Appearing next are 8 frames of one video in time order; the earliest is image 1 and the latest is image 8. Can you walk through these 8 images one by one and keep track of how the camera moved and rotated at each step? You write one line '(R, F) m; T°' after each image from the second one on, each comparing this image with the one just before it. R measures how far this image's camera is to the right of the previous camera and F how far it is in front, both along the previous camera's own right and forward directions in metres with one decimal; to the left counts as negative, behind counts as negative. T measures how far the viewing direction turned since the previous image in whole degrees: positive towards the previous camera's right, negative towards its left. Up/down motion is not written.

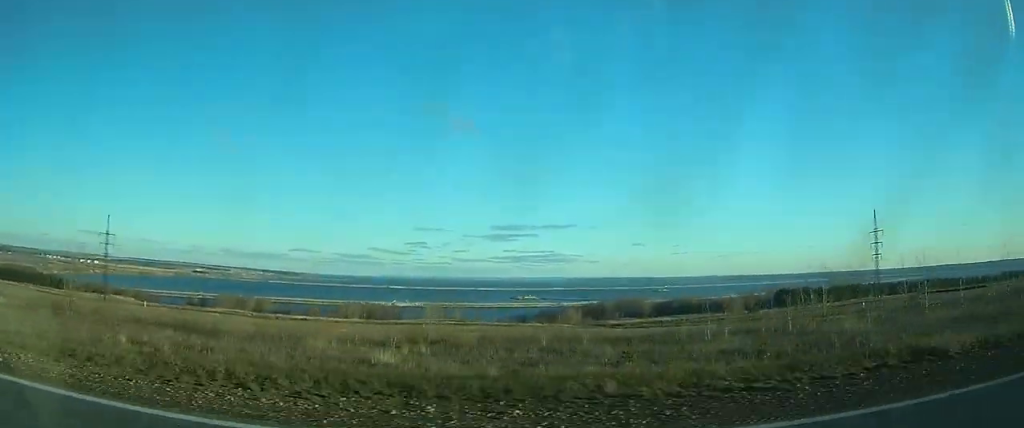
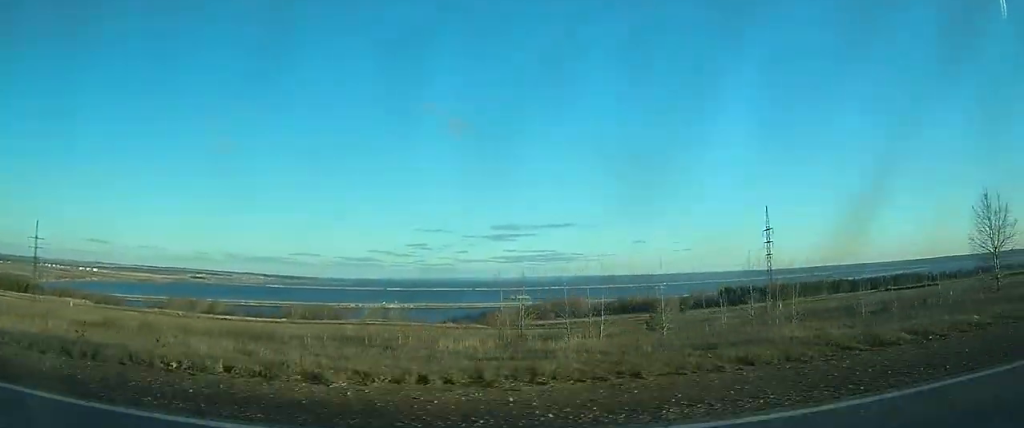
(0.0, +34.4) m; 0°
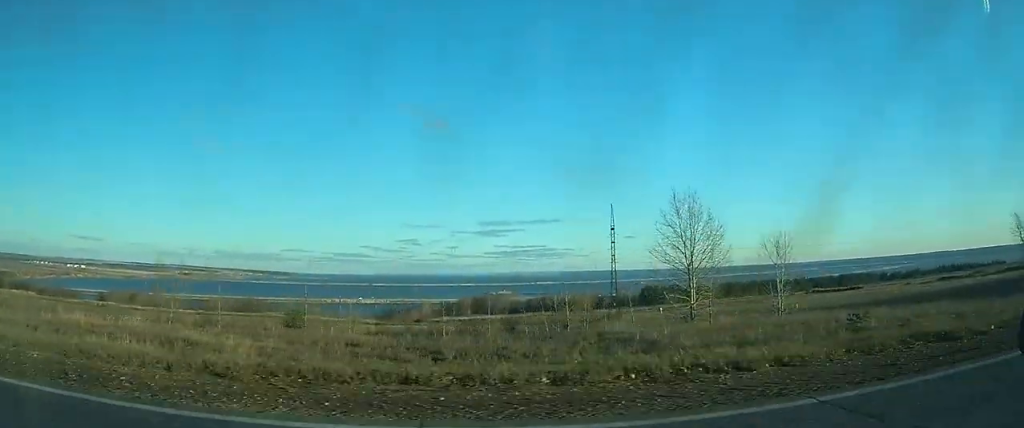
(+0.1, +36.9) m; 0°
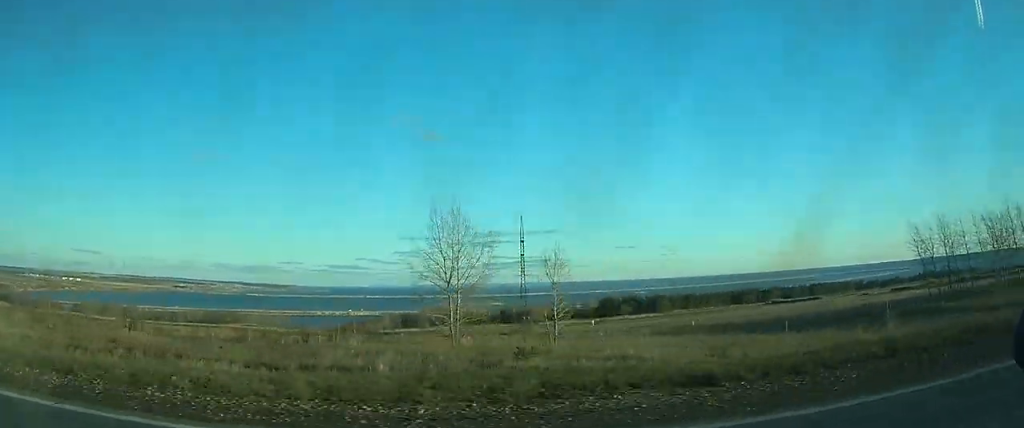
(+0.1, +19.9) m; 0°
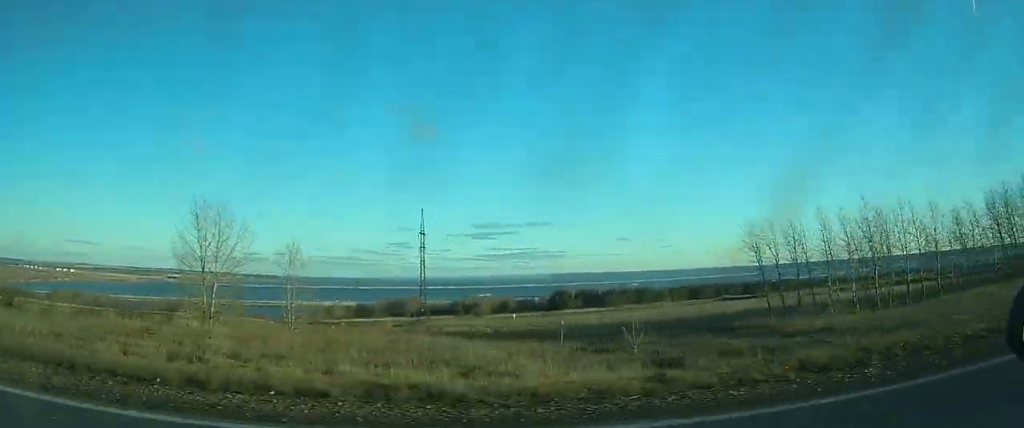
(+0.1, +22.6) m; 0°
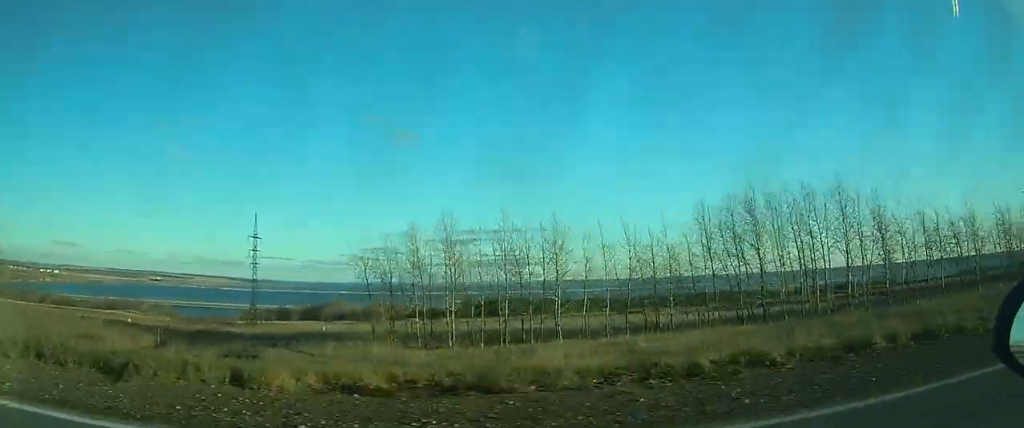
(+0.1, +39.9) m; 0°
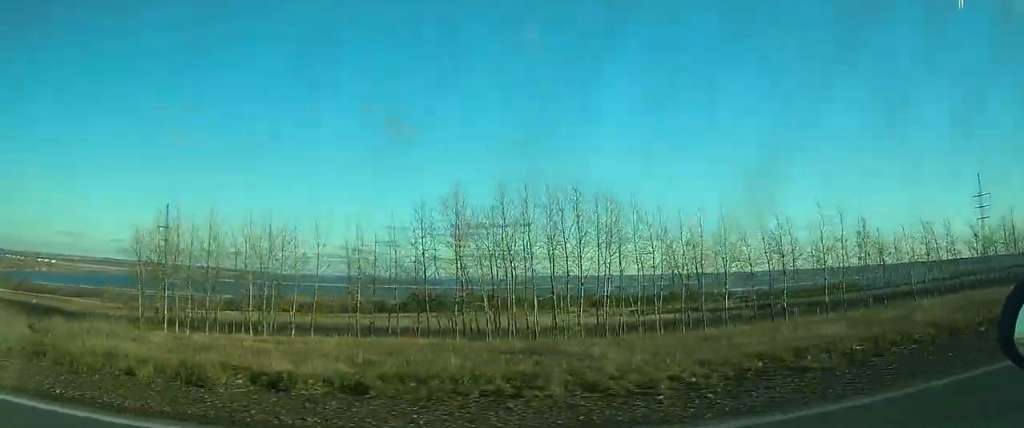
(+0.1, +26.6) m; 0°
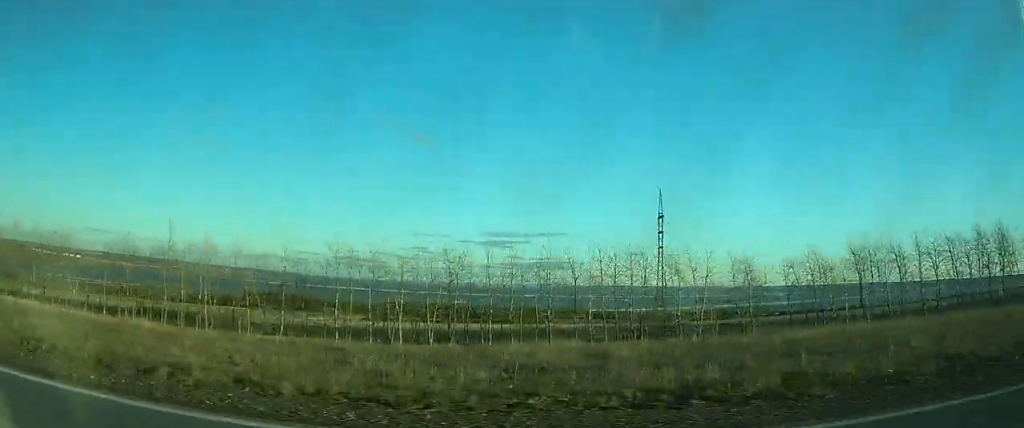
(+1.5, +102.7) m; +1°
